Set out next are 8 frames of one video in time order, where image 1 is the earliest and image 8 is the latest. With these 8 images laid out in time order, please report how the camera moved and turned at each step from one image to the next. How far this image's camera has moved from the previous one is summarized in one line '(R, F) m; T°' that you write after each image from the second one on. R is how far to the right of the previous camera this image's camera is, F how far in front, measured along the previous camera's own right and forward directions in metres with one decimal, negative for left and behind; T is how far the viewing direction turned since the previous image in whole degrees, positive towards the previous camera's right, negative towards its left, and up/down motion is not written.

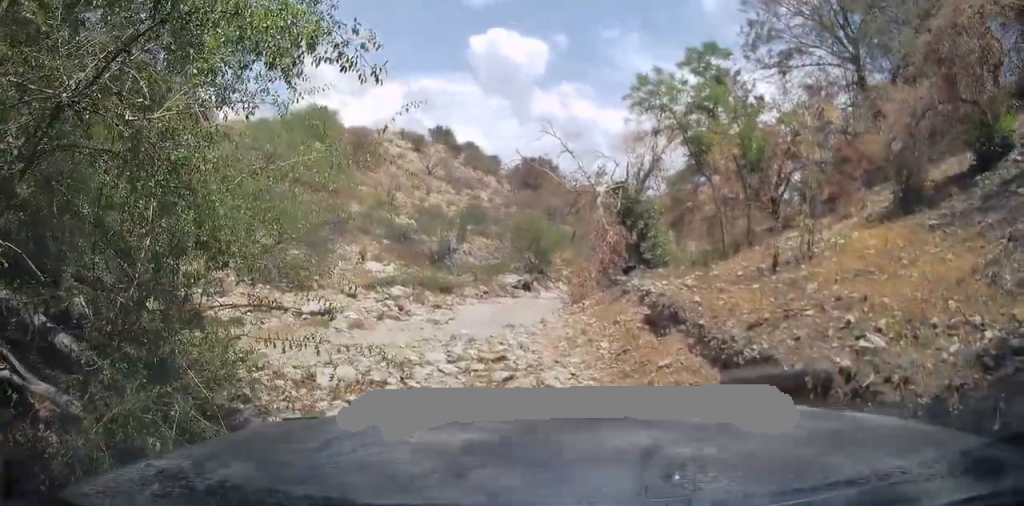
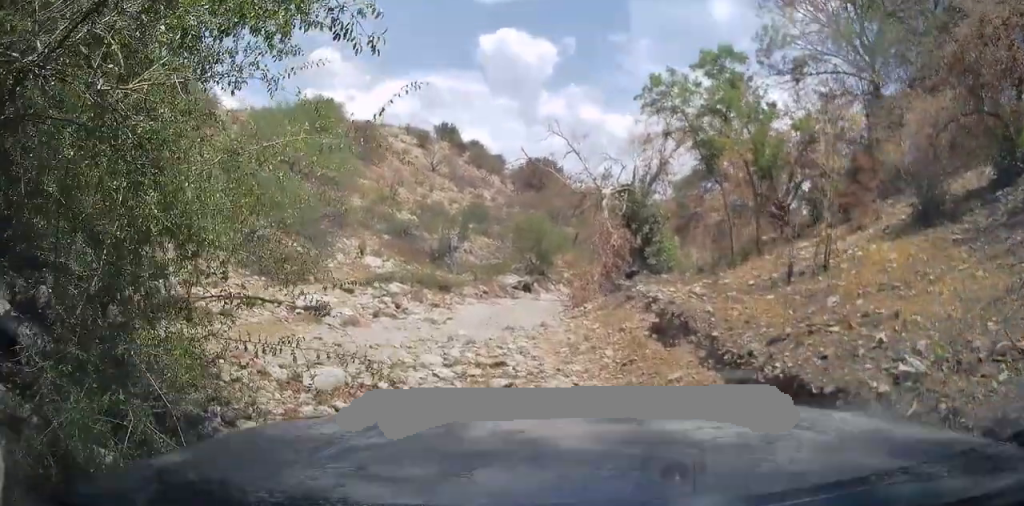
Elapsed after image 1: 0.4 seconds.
(-0.1, +0.6) m; 0°
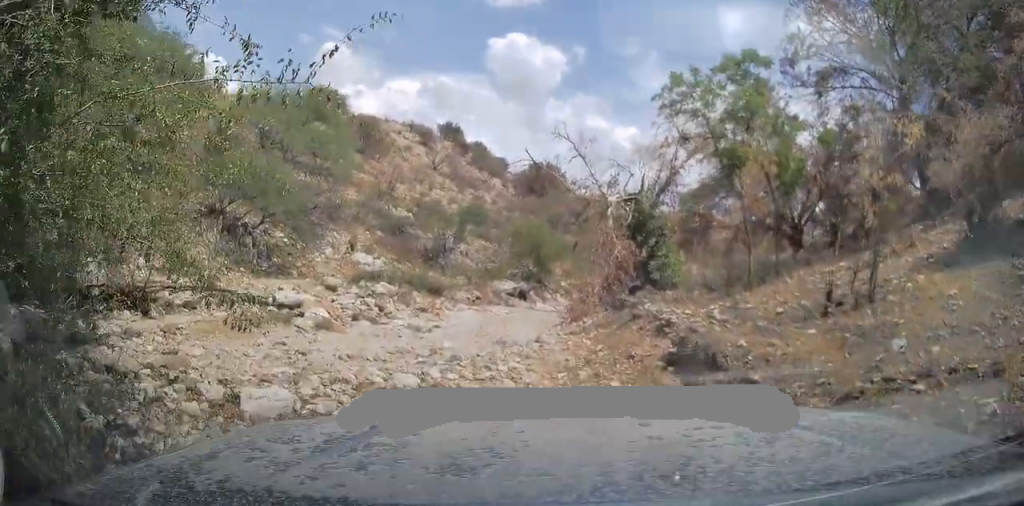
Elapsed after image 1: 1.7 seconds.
(-0.4, +1.6) m; 0°
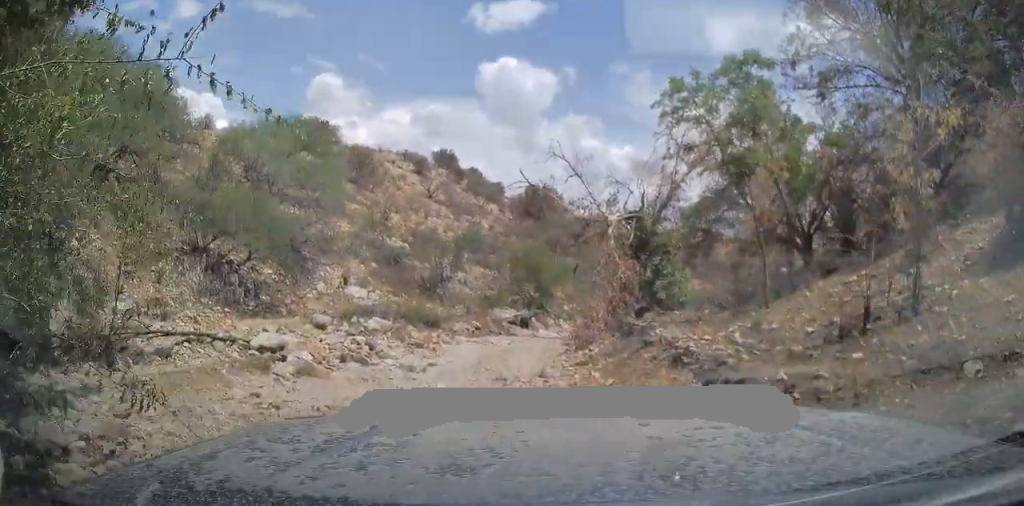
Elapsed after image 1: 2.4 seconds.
(-0.4, +0.9) m; -7°
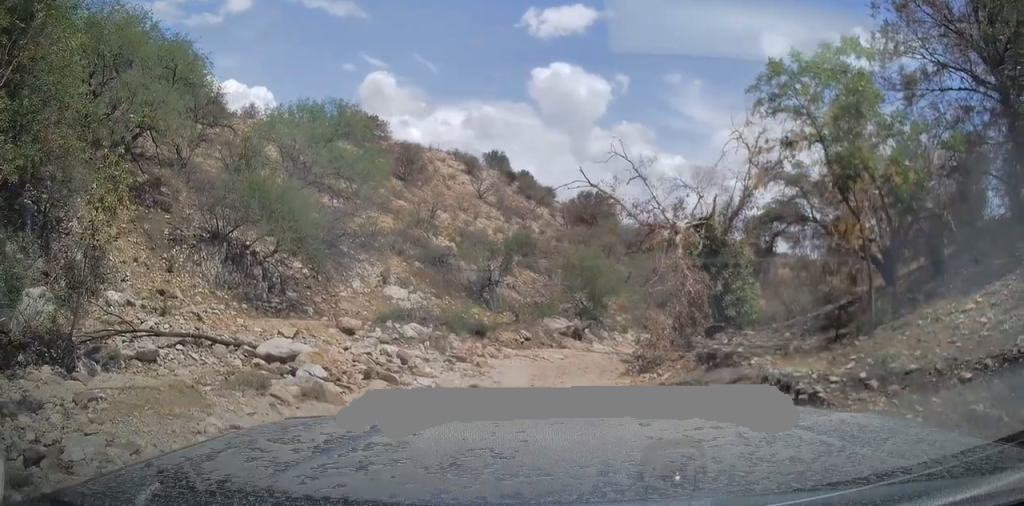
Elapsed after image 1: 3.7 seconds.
(-0.3, +1.7) m; -1°
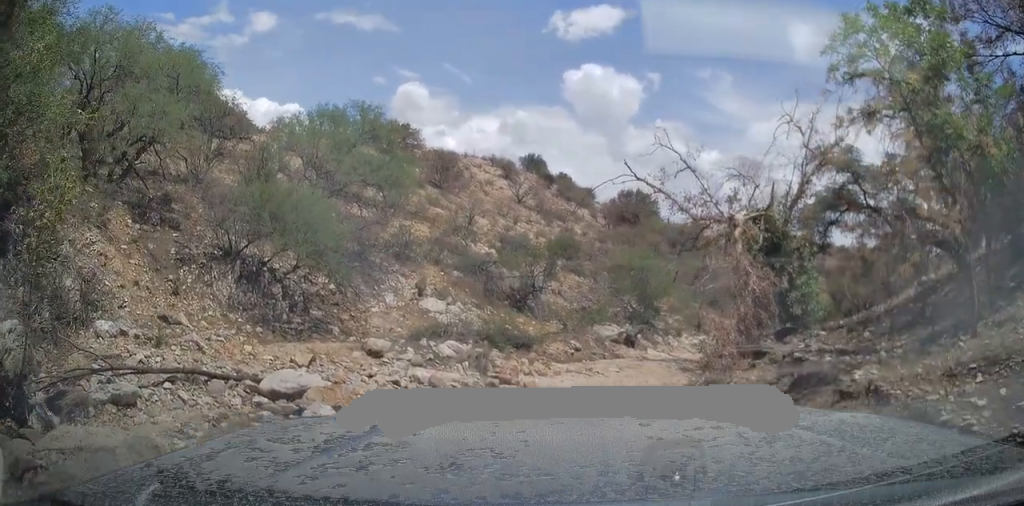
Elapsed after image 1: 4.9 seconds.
(+0.1, +1.7) m; -1°
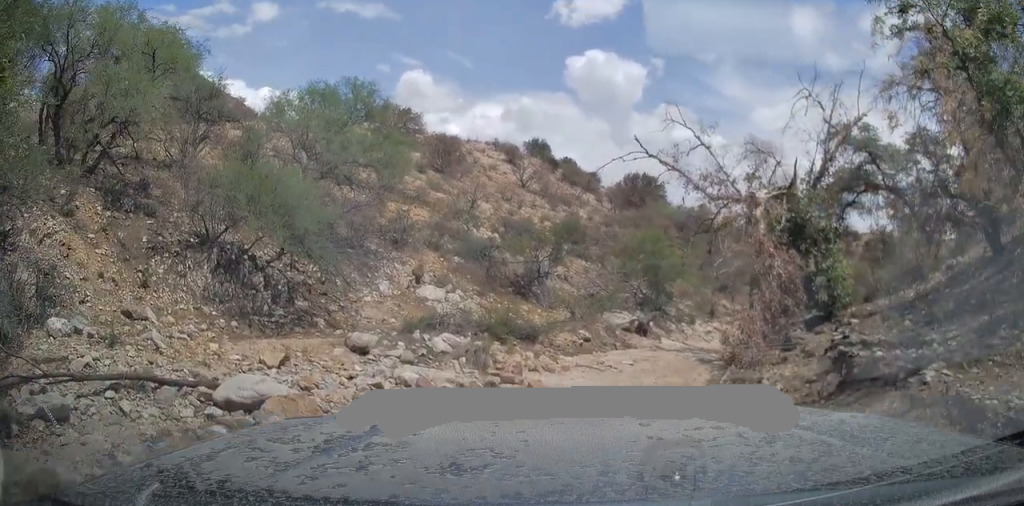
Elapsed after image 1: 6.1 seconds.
(-0.2, +1.7) m; -1°
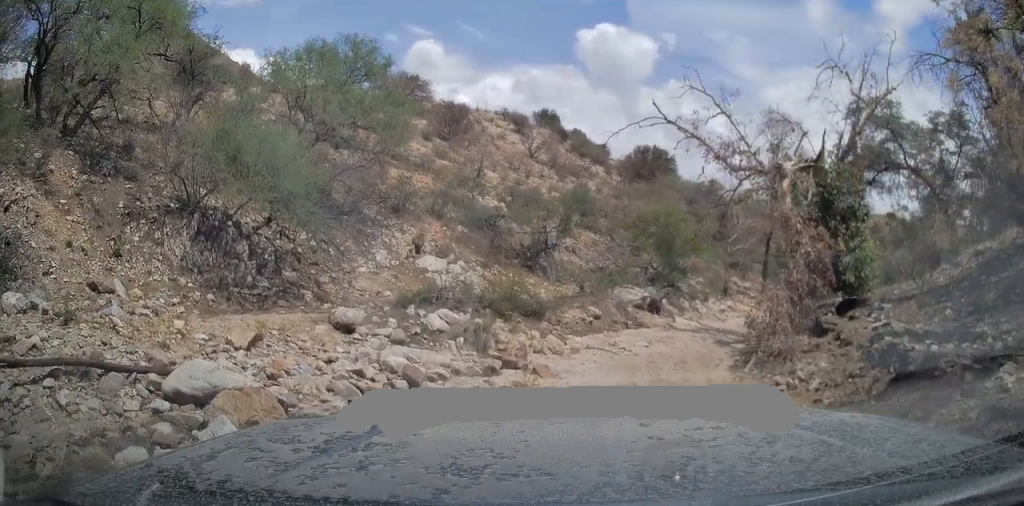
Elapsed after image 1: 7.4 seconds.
(-0.1, +1.4) m; 0°
